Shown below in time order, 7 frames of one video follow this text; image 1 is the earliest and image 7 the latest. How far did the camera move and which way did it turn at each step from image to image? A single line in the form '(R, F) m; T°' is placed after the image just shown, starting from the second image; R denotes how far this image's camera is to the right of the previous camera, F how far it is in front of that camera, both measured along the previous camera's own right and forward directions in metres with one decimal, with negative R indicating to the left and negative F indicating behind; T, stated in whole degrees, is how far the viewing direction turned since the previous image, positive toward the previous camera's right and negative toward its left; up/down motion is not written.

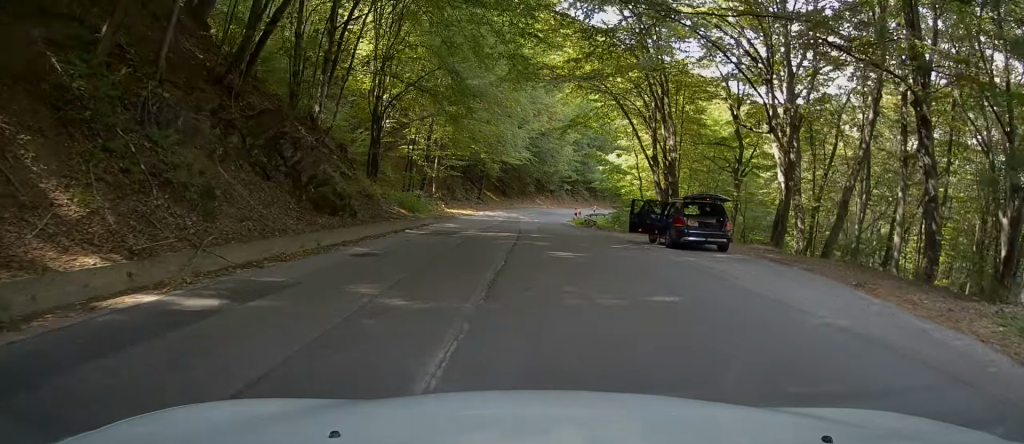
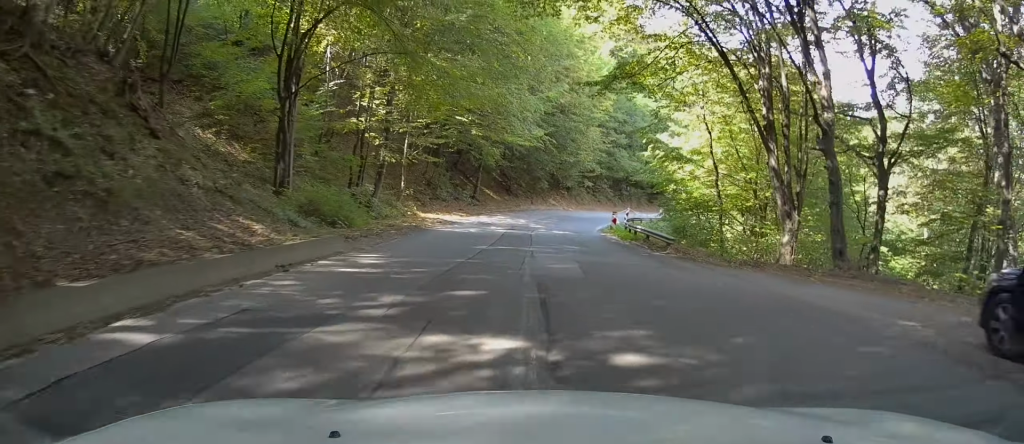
(+1.6, +16.4) m; +10°
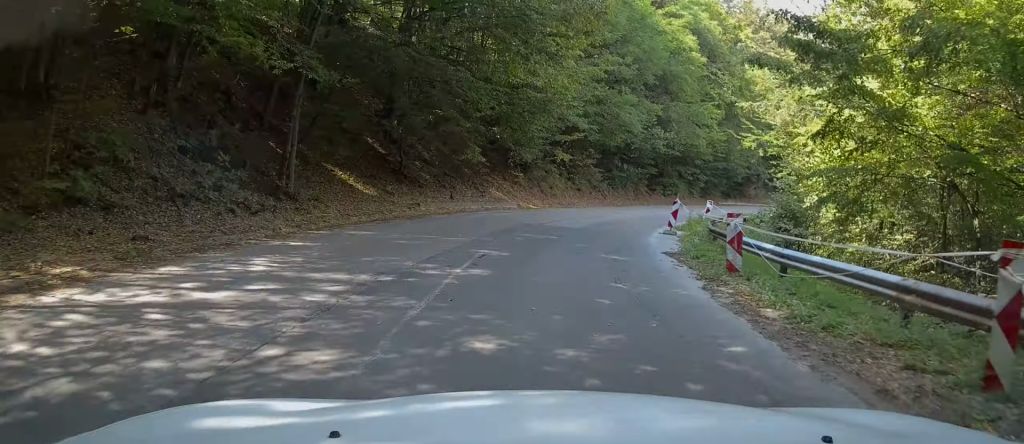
(+2.9, +31.6) m; +8°
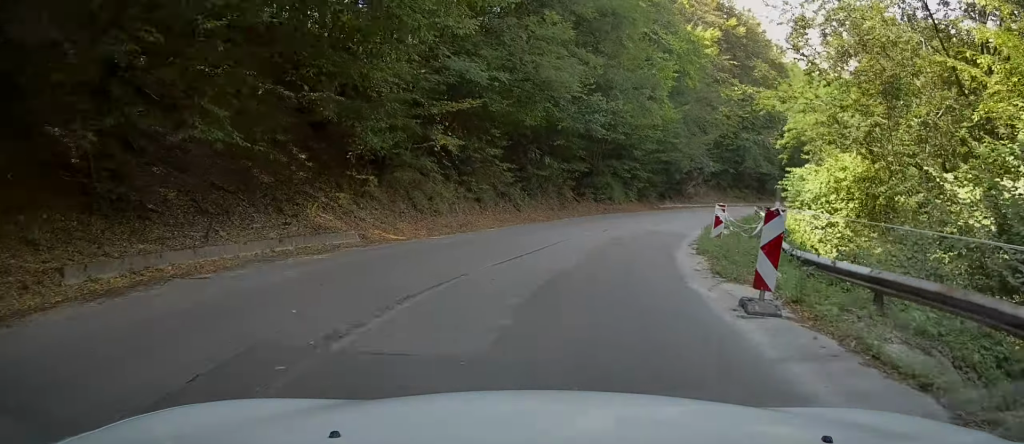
(0.0, +15.6) m; +2°
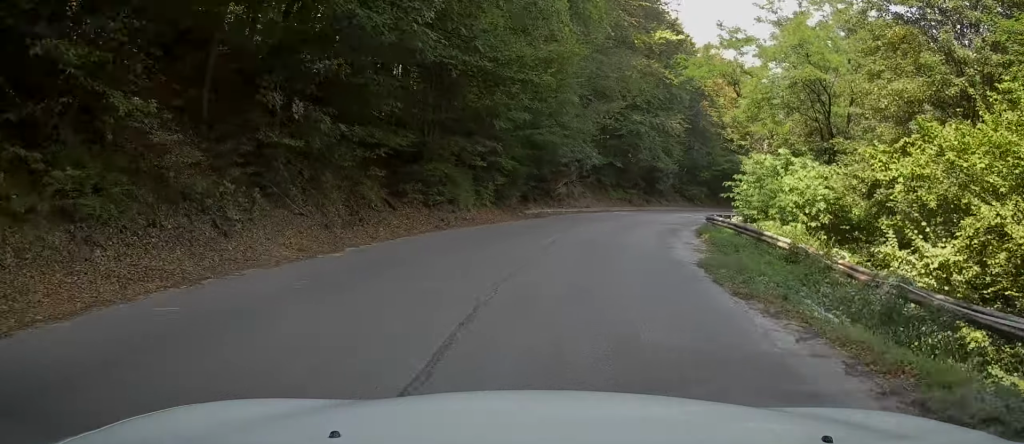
(+1.3, +16.0) m; +12°
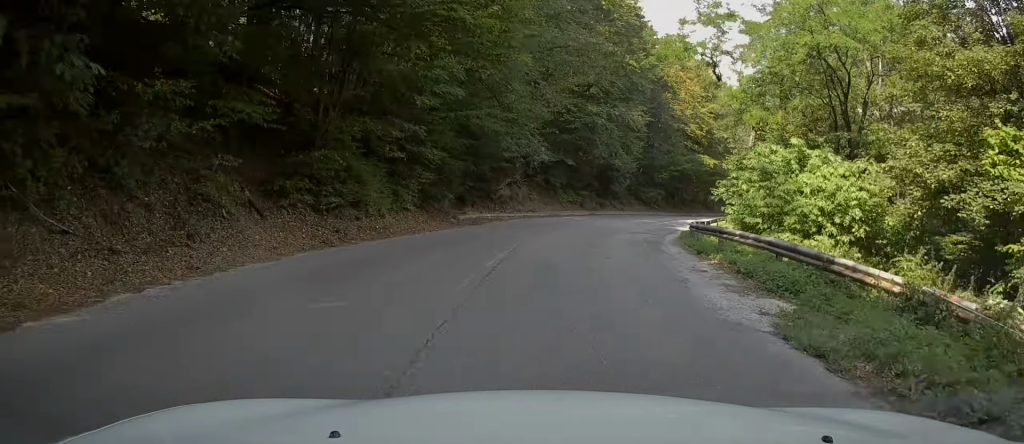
(+0.4, +6.2) m; +6°
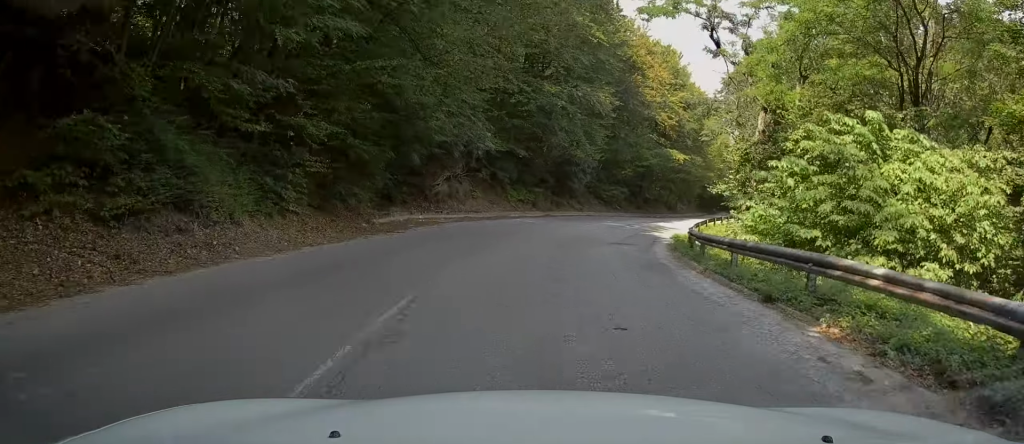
(+0.4, +7.4) m; +6°
